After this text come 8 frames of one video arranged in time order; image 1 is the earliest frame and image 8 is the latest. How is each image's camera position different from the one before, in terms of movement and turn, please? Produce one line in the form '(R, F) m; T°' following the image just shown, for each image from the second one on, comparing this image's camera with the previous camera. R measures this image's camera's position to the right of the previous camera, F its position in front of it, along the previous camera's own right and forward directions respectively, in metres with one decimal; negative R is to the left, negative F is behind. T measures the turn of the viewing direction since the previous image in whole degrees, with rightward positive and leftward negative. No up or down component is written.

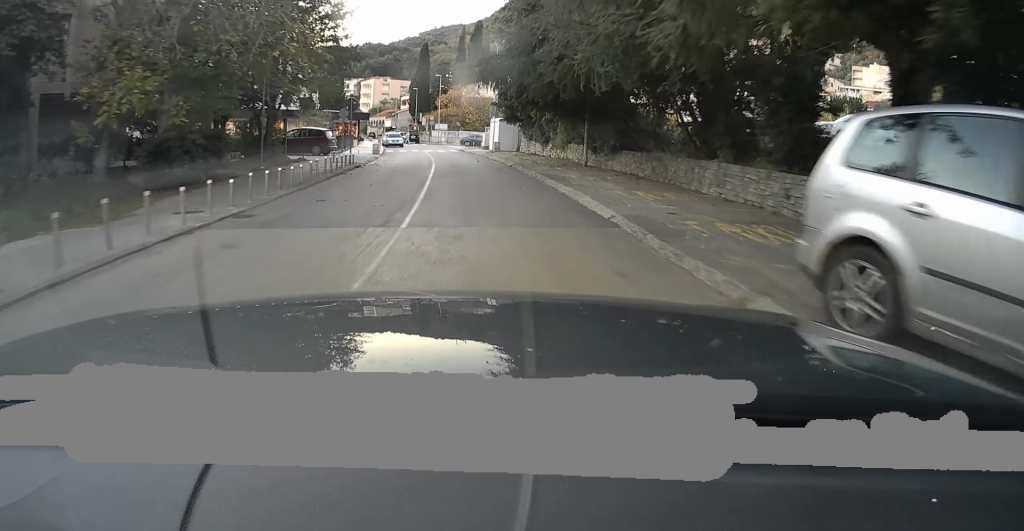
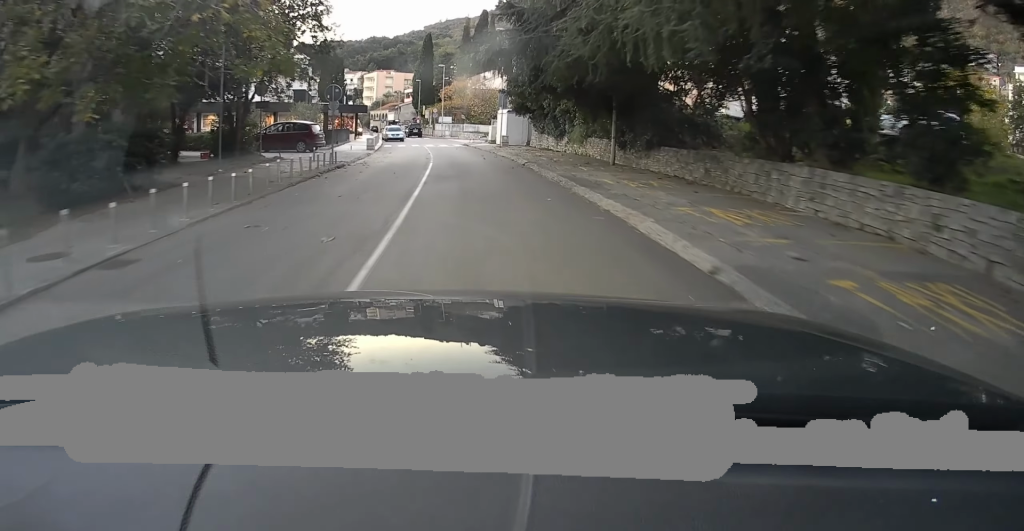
(0.0, +4.1) m; 0°
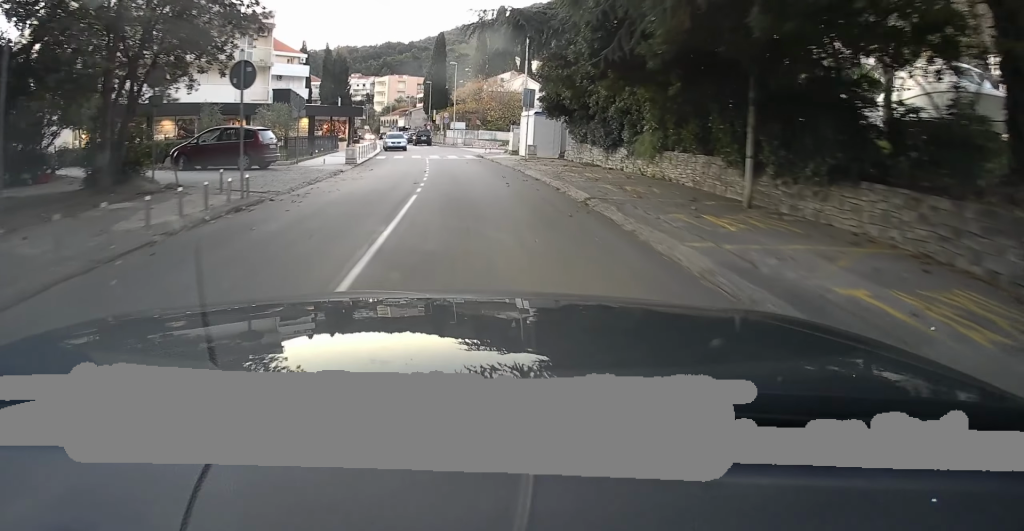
(-0.2, +9.7) m; -5°
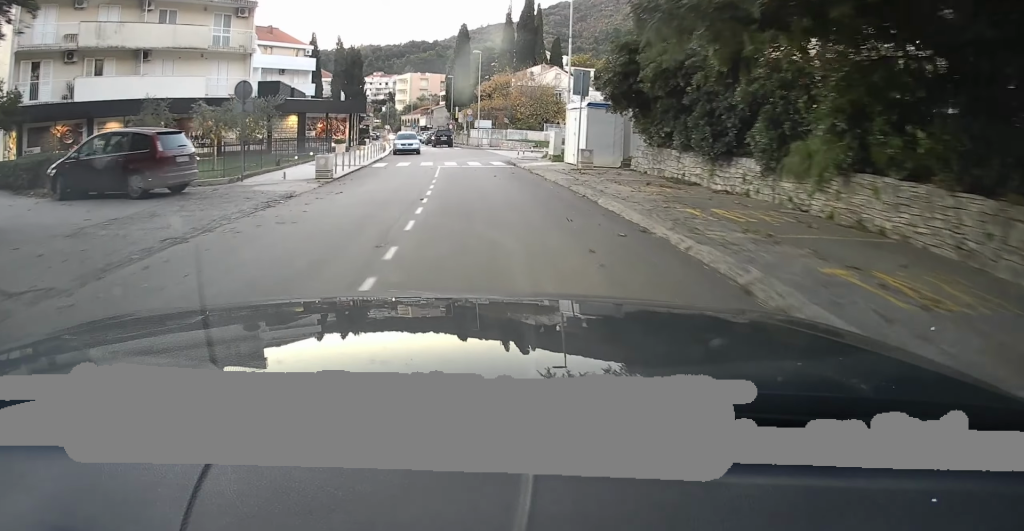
(-0.6, +9.2) m; -4°
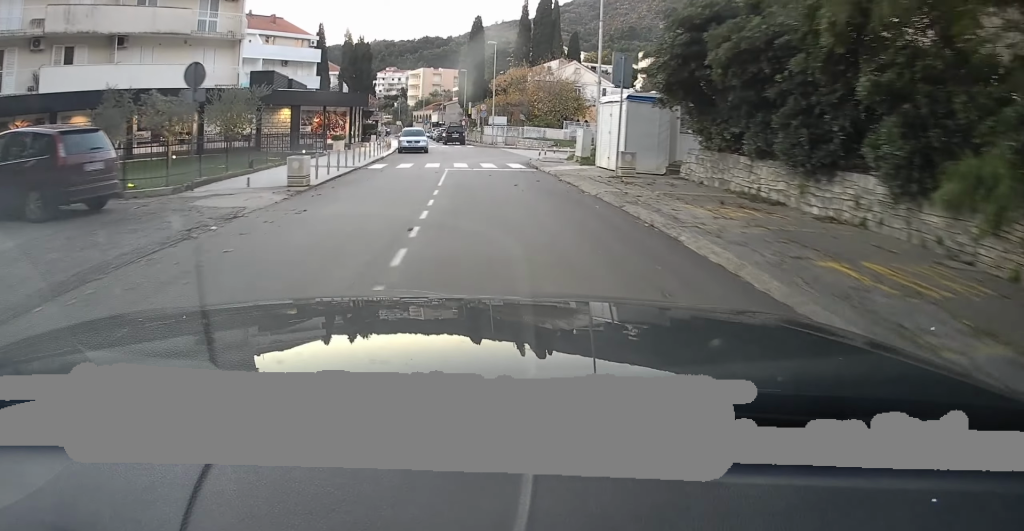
(0.0, +4.4) m; 0°
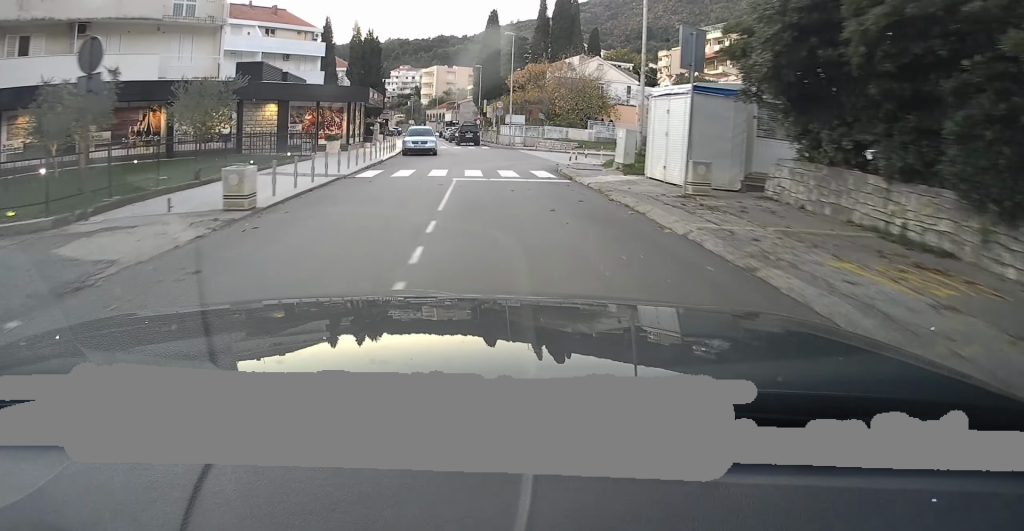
(0.0, +5.1) m; 0°
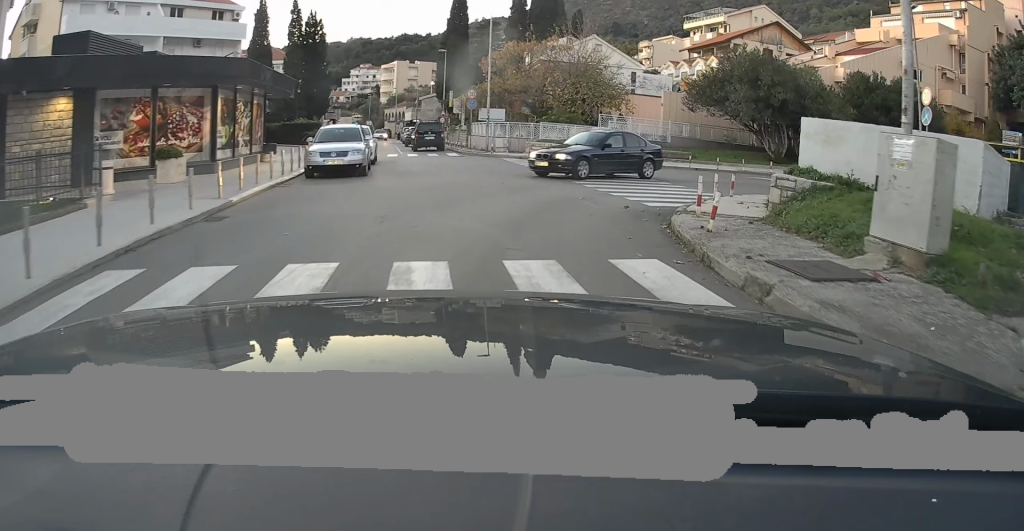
(+0.2, +15.6) m; +3°
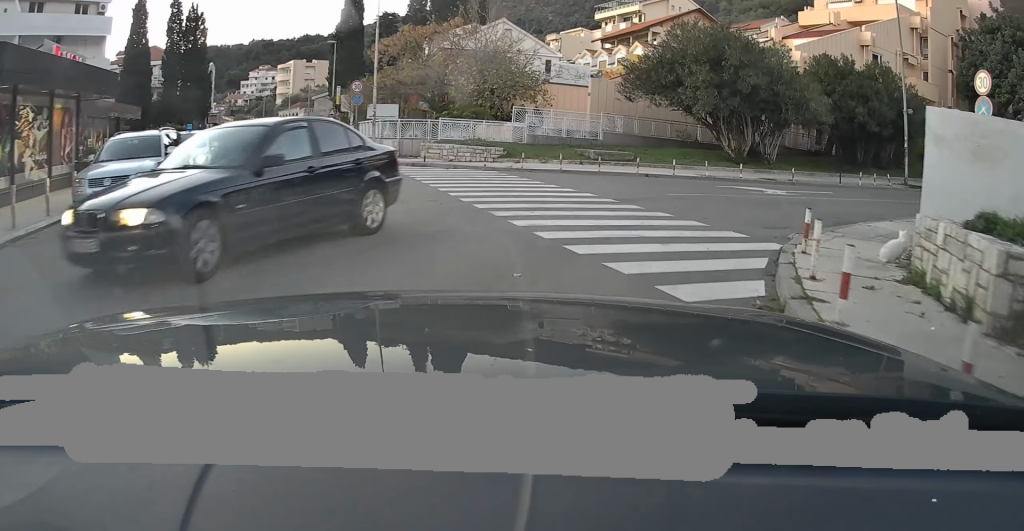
(+0.2, +7.3) m; +8°
